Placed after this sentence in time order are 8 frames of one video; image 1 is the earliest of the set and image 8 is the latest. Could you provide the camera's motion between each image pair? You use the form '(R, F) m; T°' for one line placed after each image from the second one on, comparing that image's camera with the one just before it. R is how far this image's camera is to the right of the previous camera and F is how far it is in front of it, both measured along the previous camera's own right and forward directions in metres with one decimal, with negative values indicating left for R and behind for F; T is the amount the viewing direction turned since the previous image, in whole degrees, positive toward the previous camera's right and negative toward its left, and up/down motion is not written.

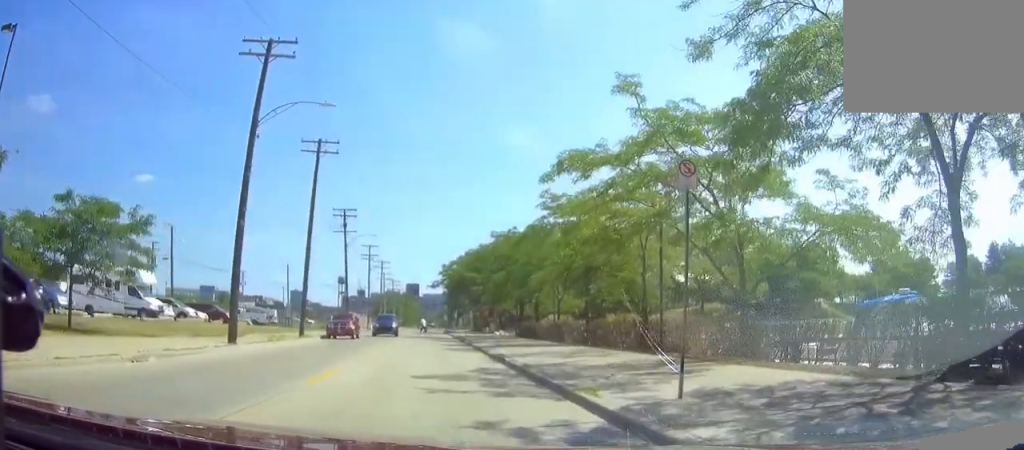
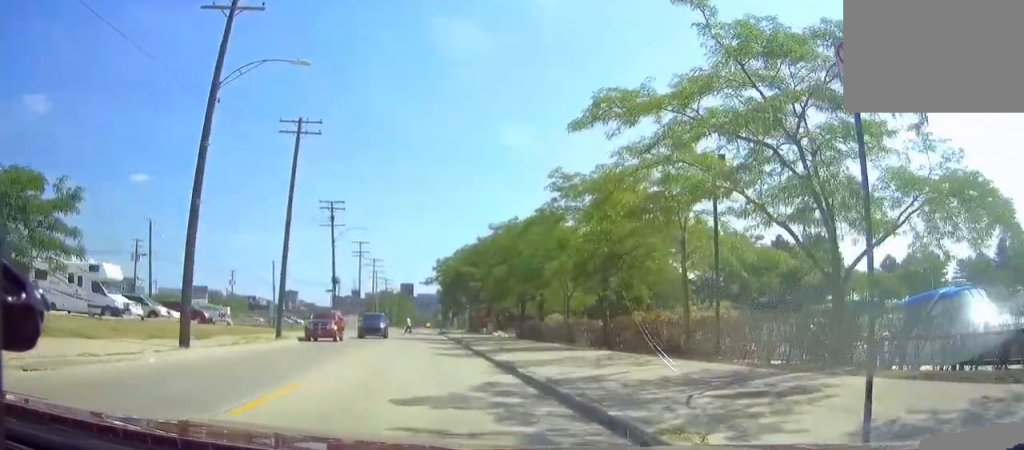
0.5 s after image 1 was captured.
(0.0, +4.4) m; 0°
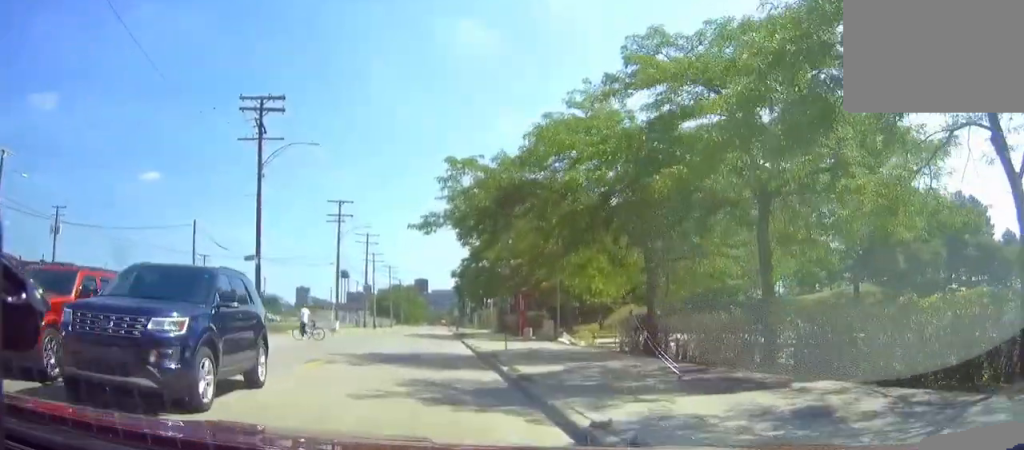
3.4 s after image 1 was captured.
(0.0, +28.4) m; 0°
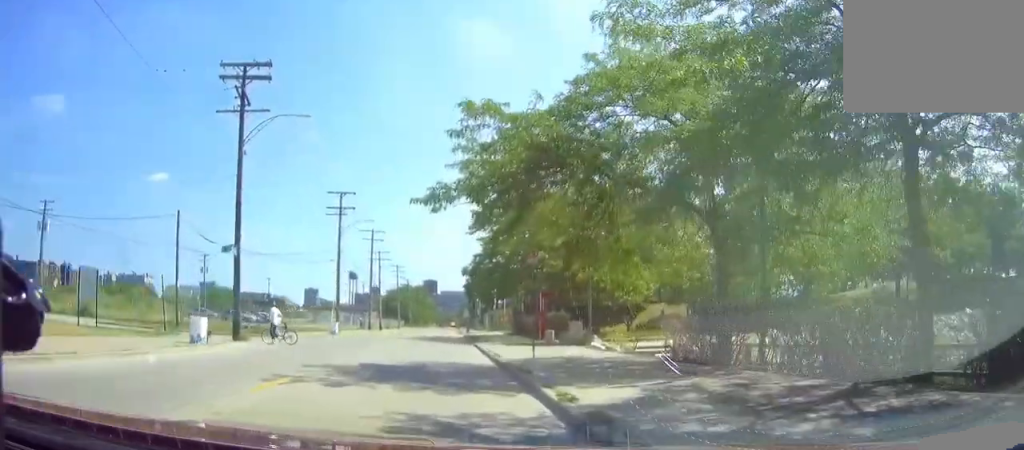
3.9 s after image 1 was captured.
(0.0, +4.9) m; 0°
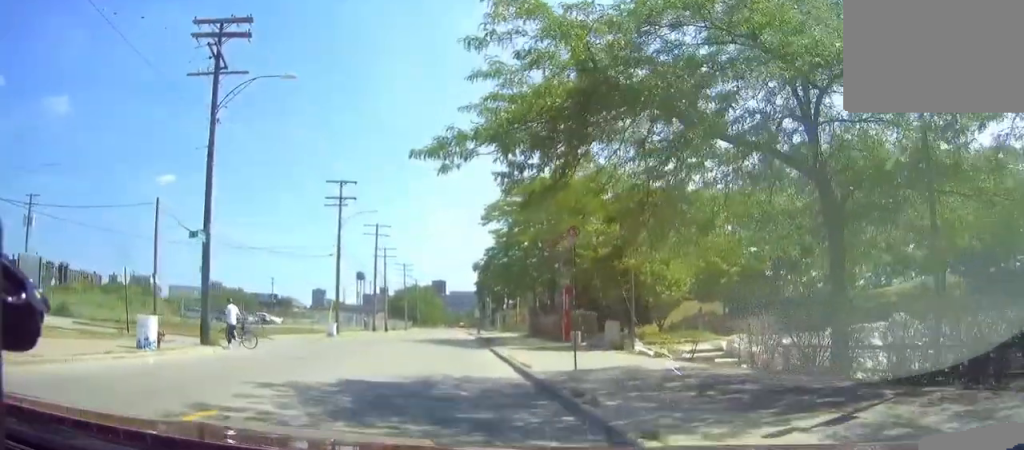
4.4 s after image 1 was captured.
(0.0, +5.1) m; 0°
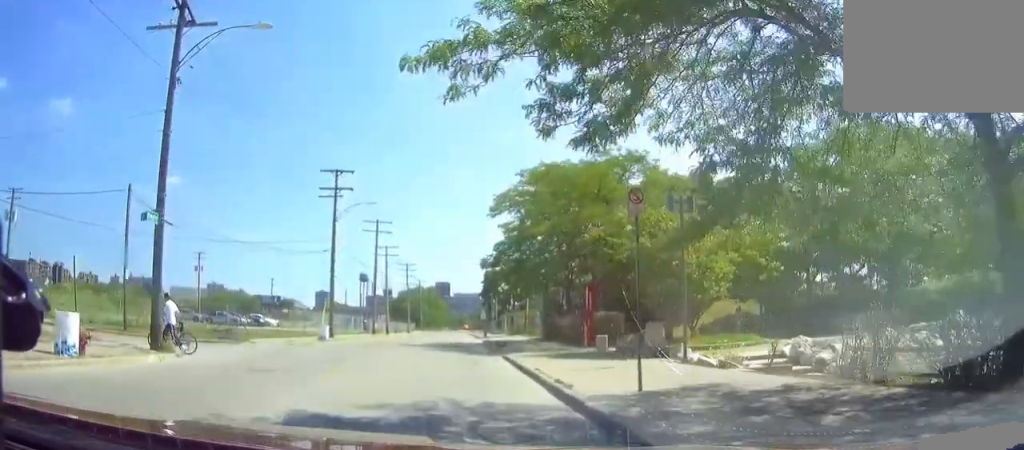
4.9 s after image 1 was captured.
(0.0, +4.3) m; 0°
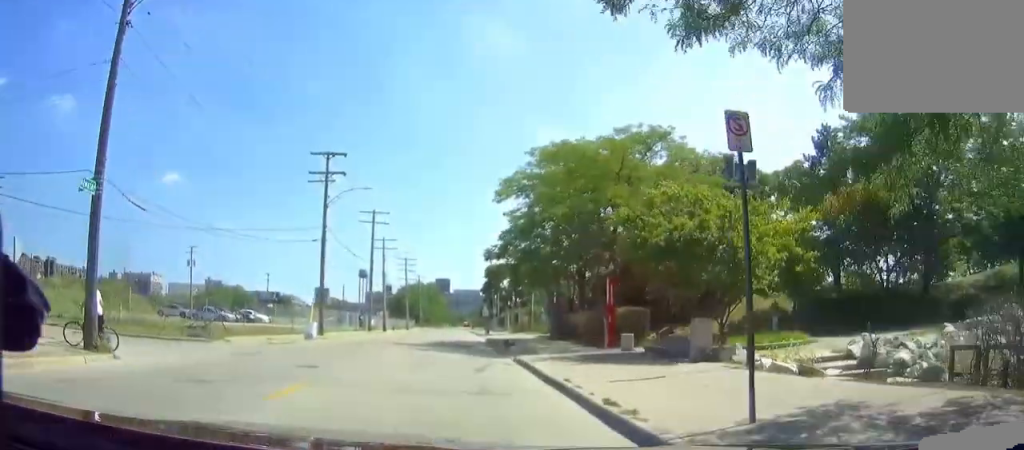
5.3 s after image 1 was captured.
(0.0, +4.1) m; 0°
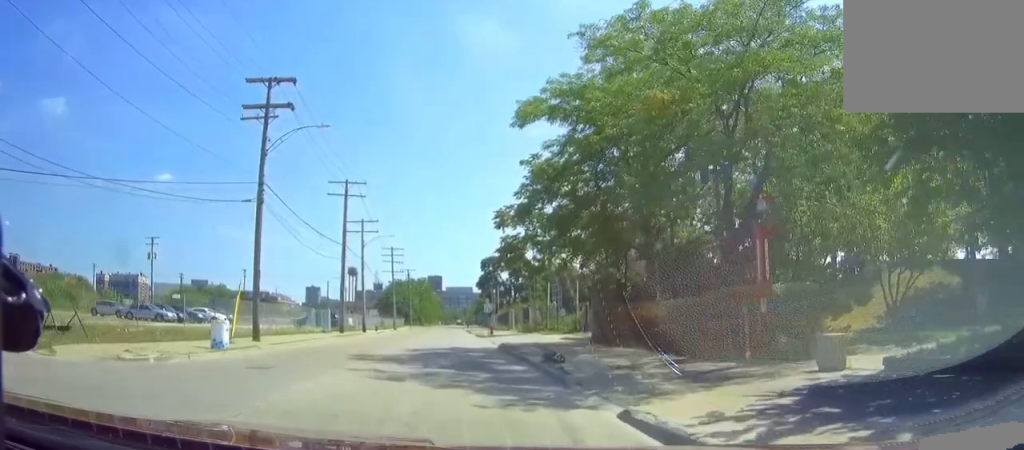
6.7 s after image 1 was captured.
(+0.2, +14.1) m; +1°
